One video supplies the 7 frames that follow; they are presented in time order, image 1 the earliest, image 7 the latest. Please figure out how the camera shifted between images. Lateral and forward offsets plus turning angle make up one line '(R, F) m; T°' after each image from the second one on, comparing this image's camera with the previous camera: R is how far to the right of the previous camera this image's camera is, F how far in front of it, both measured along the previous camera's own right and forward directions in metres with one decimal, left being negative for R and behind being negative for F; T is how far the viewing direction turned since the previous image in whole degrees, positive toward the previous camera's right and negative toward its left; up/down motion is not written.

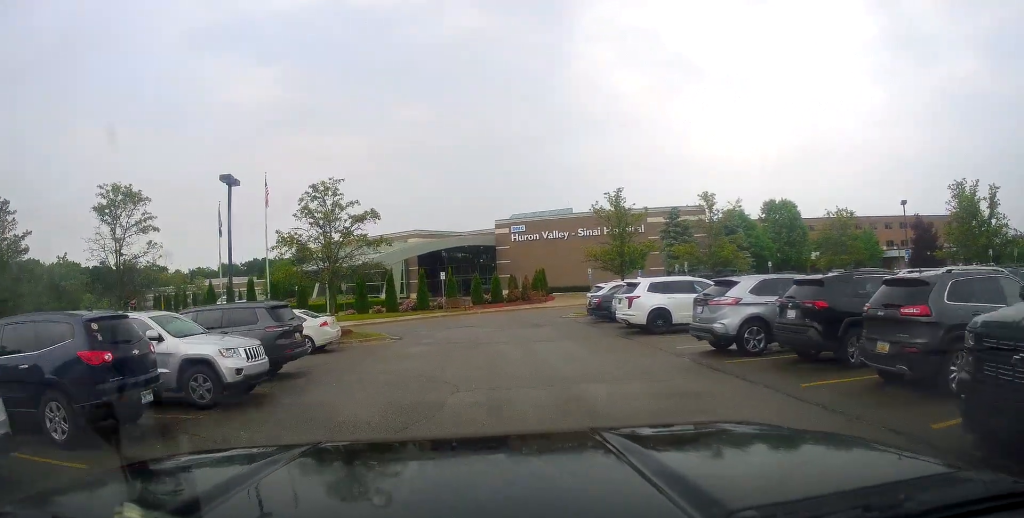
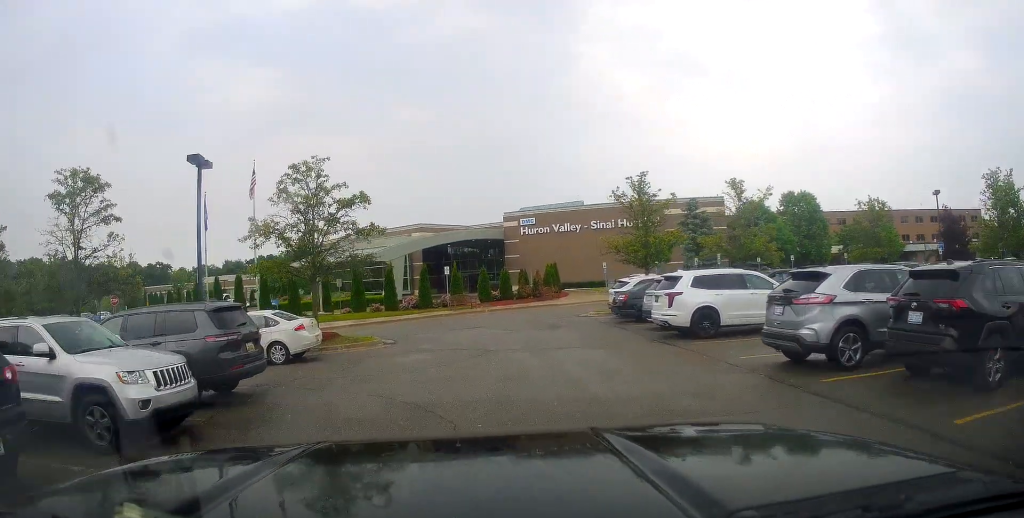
(-0.2, +3.5) m; -3°
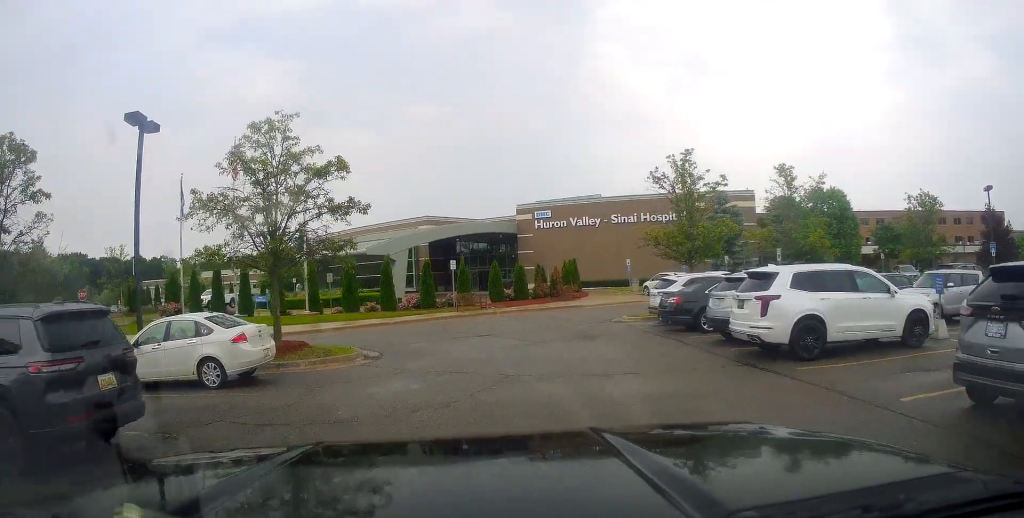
(-0.1, +4.9) m; 0°
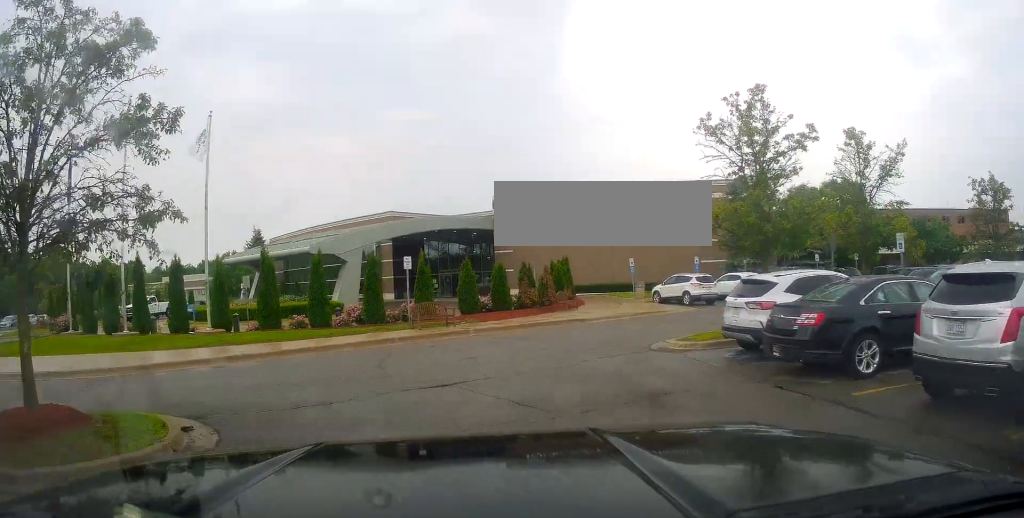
(+0.4, +8.5) m; +5°
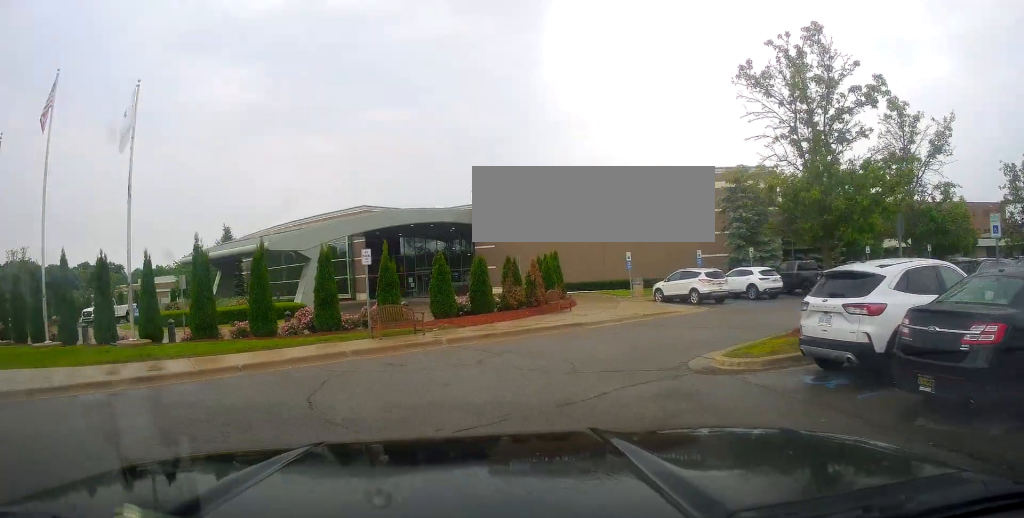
(+0.1, +3.9) m; -2°
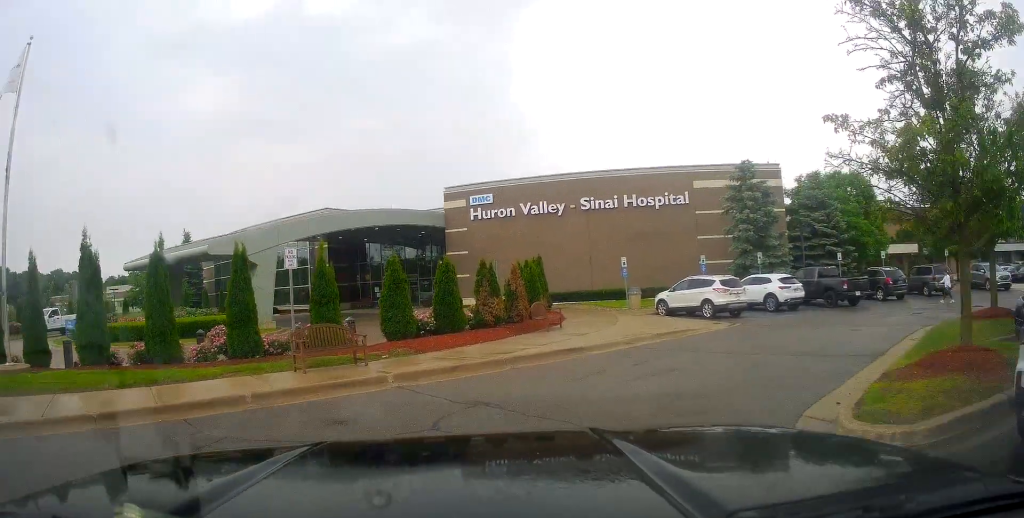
(-0.2, +5.1) m; +6°
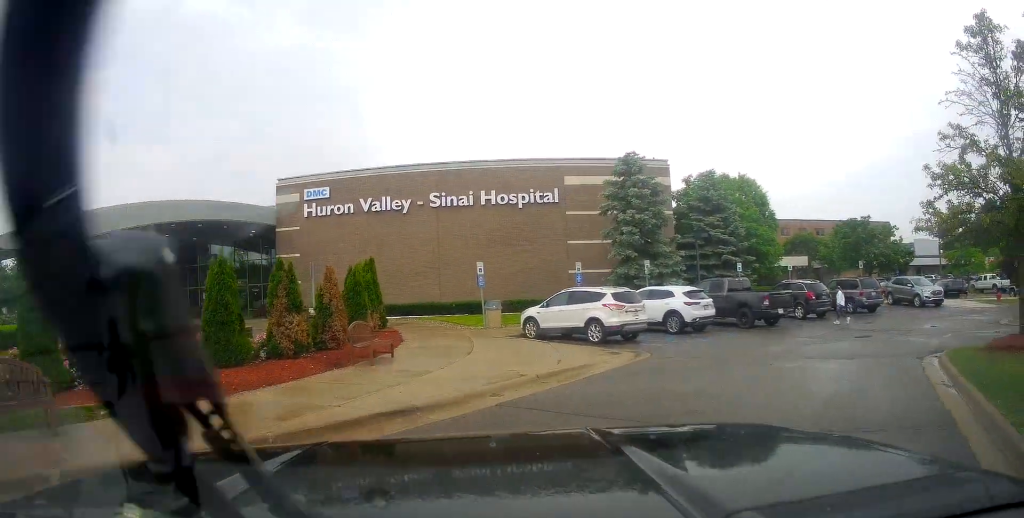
(+1.4, +6.4) m; +23°
